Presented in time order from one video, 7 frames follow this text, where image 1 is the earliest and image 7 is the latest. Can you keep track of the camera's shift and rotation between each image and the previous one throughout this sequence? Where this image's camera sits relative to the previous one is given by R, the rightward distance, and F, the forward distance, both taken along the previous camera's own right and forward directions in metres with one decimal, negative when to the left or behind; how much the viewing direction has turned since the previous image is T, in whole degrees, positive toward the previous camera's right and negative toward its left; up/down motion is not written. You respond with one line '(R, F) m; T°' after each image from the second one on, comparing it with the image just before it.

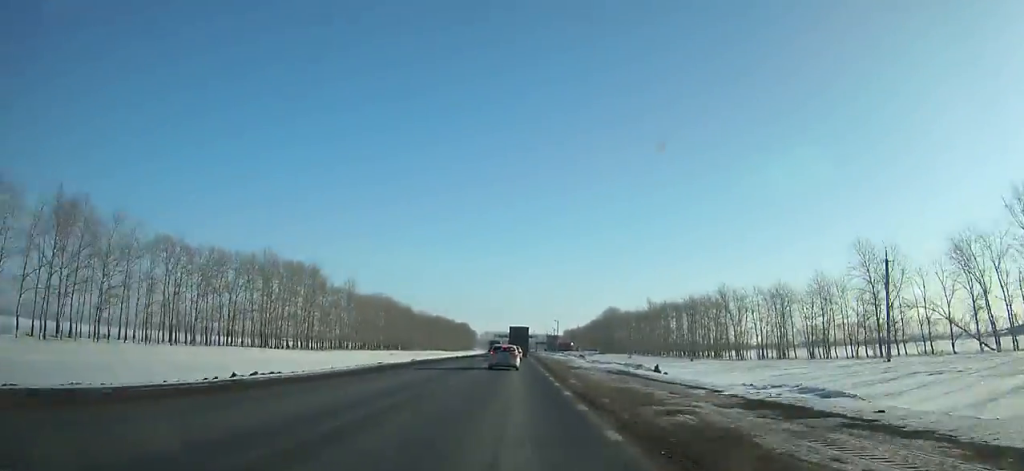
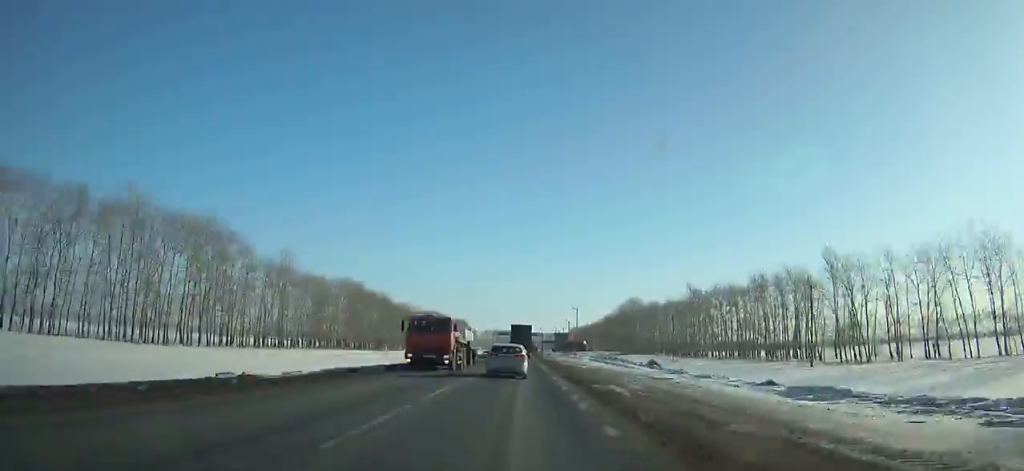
(0.0, +42.2) m; 0°
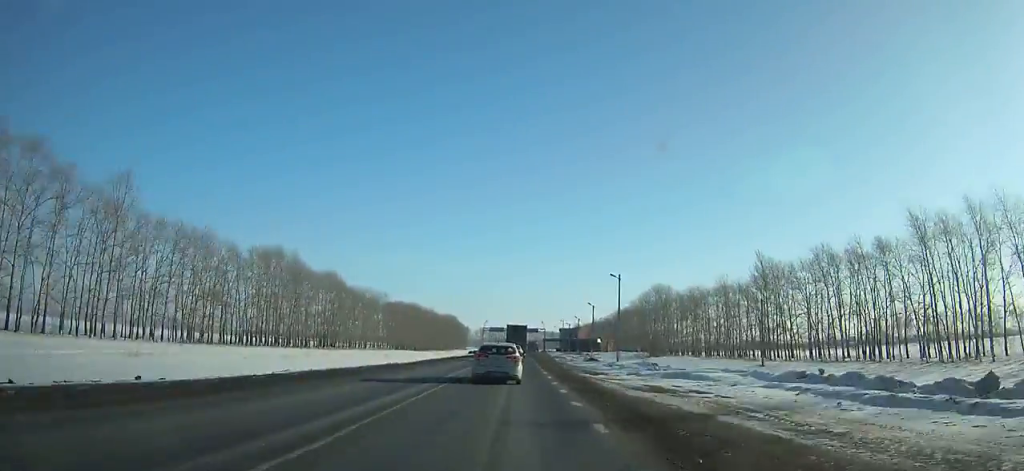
(-0.1, +48.2) m; 0°
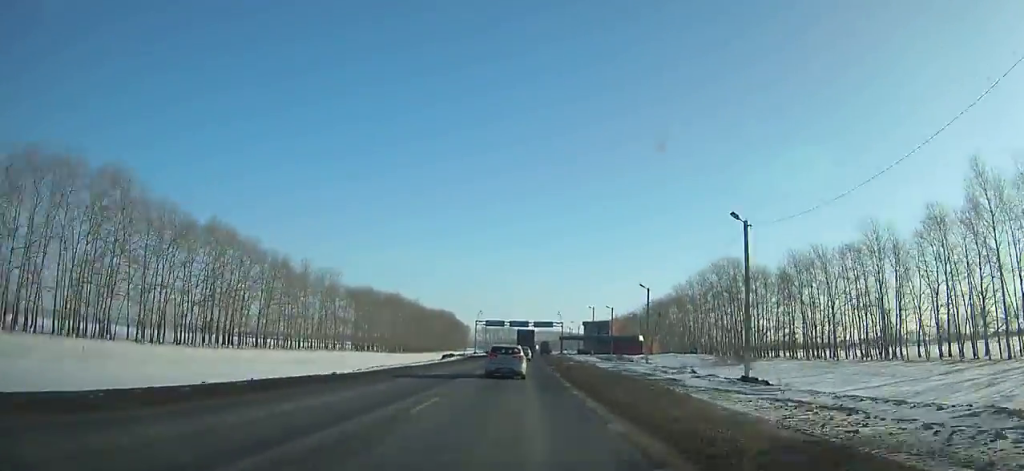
(-0.2, +57.4) m; 0°
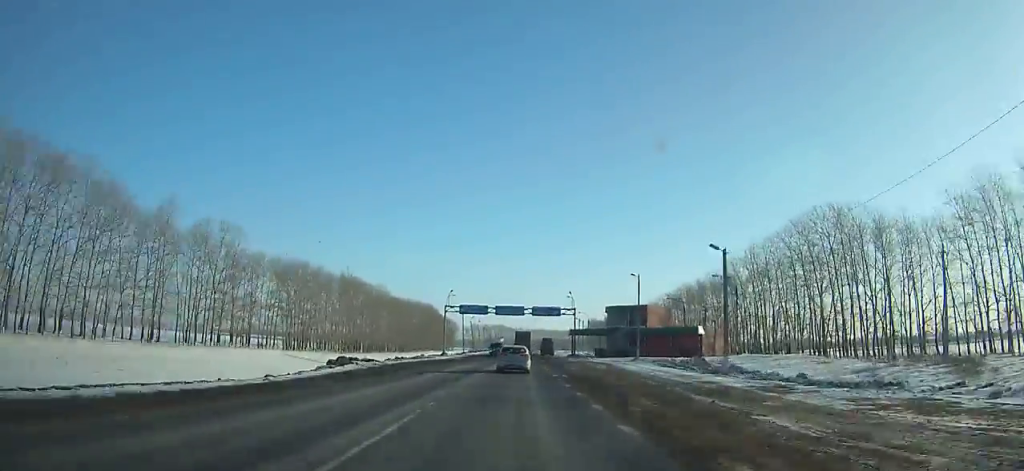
(0.0, +47.3) m; 0°
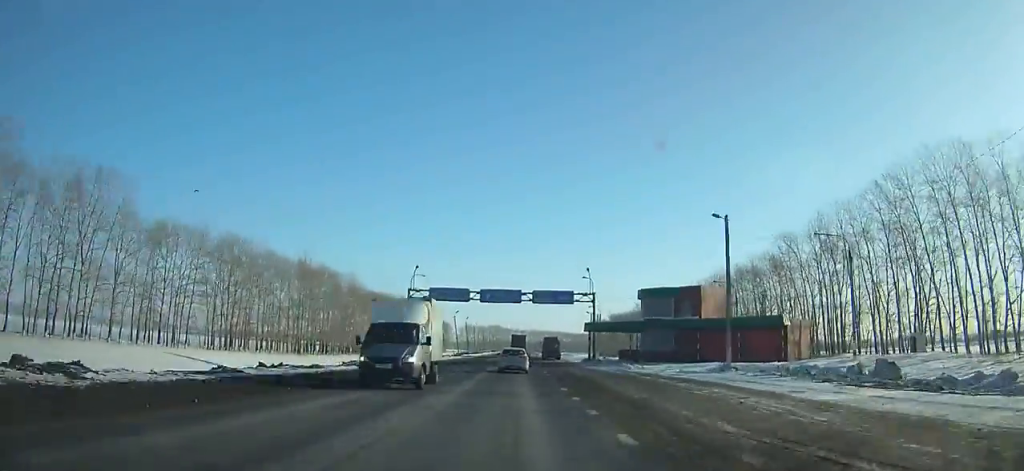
(0.0, +28.4) m; 0°
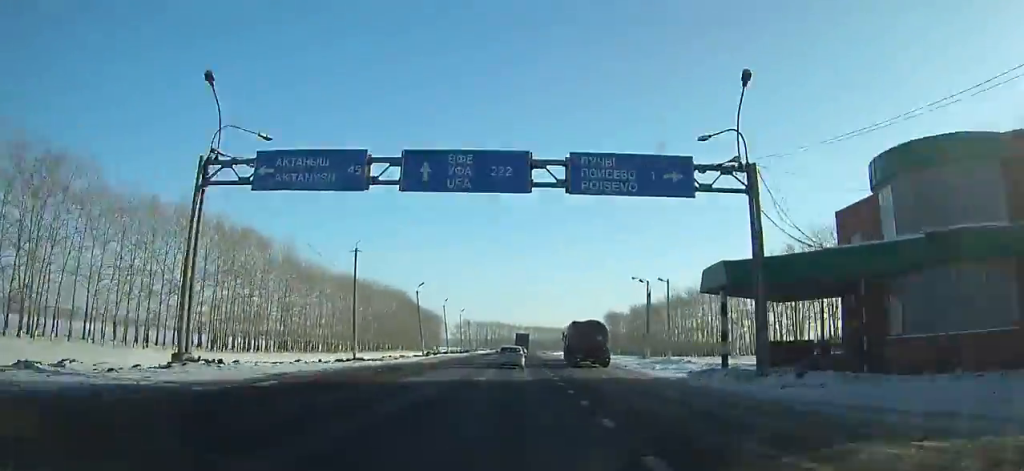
(-0.1, +45.1) m; 0°
